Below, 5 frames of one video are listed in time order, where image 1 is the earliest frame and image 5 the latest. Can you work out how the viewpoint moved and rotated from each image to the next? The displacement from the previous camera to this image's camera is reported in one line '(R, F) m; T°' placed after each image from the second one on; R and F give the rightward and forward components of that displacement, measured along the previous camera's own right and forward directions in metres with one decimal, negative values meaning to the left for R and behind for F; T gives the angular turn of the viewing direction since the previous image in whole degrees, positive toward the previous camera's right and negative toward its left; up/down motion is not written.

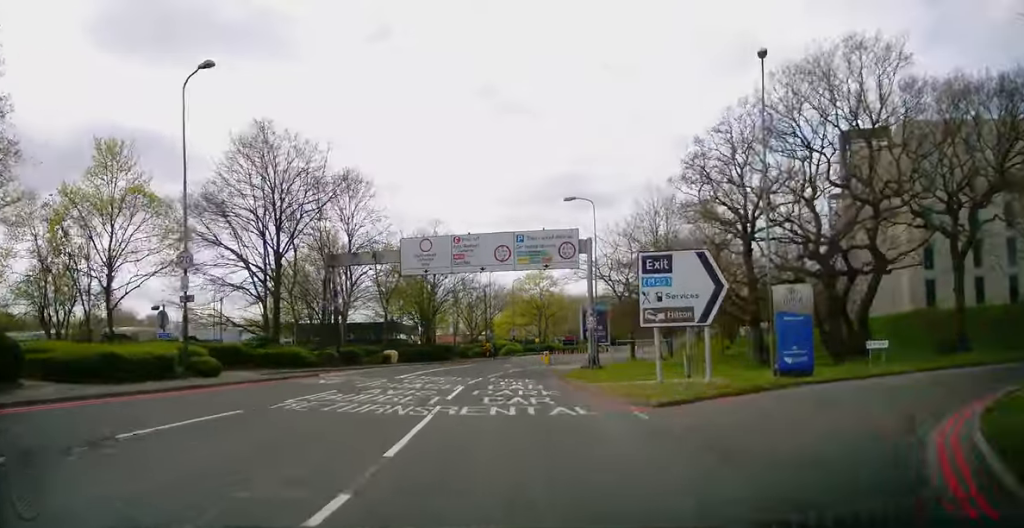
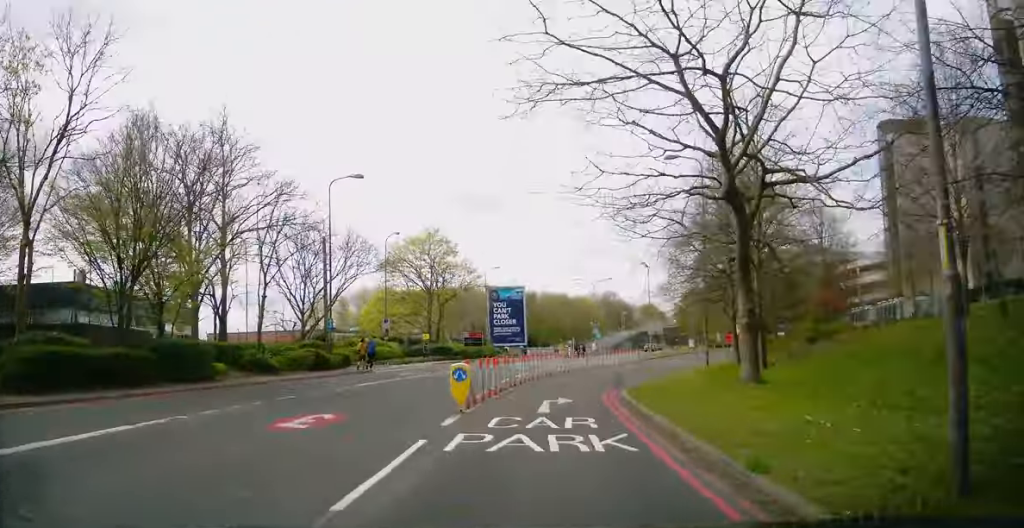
(+2.4, +34.8) m; +11°
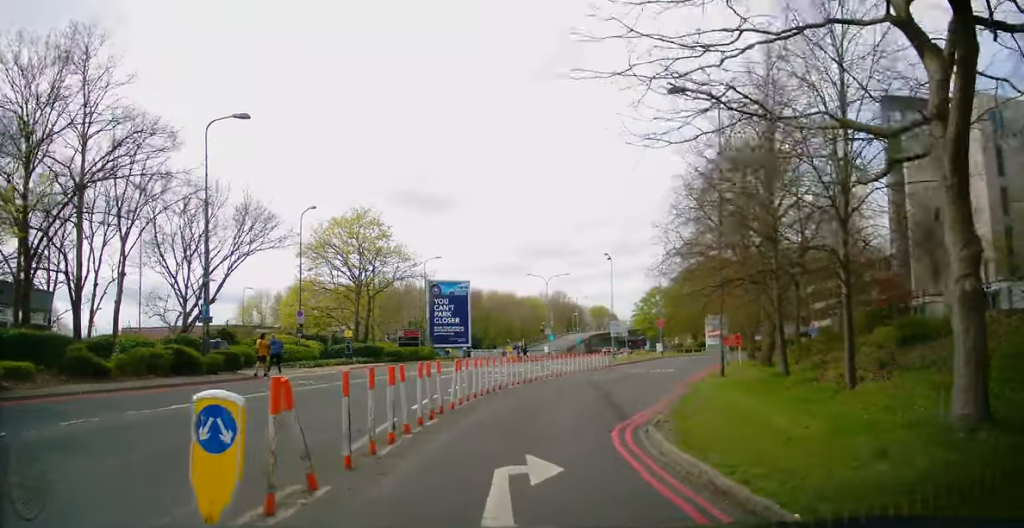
(+0.4, +9.1) m; +5°
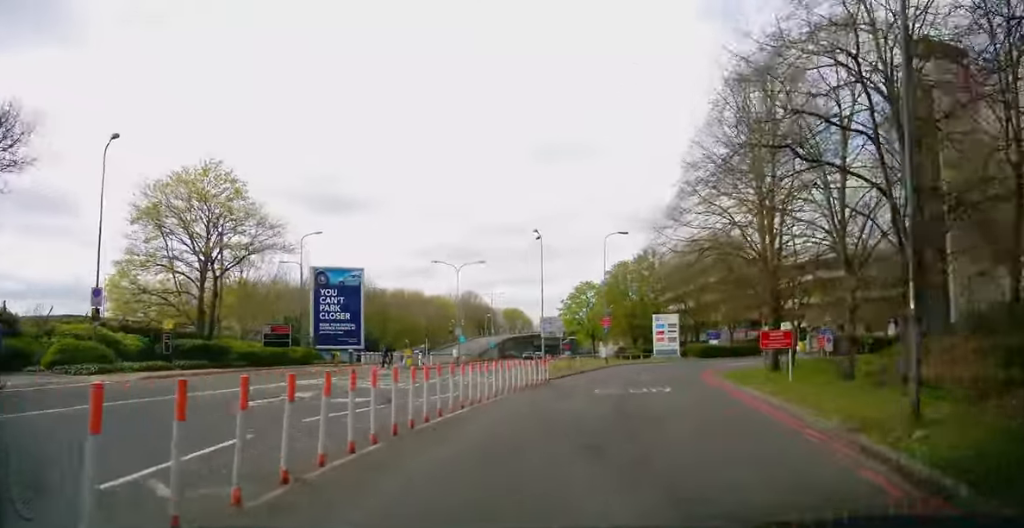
(+0.6, +14.5) m; +5°
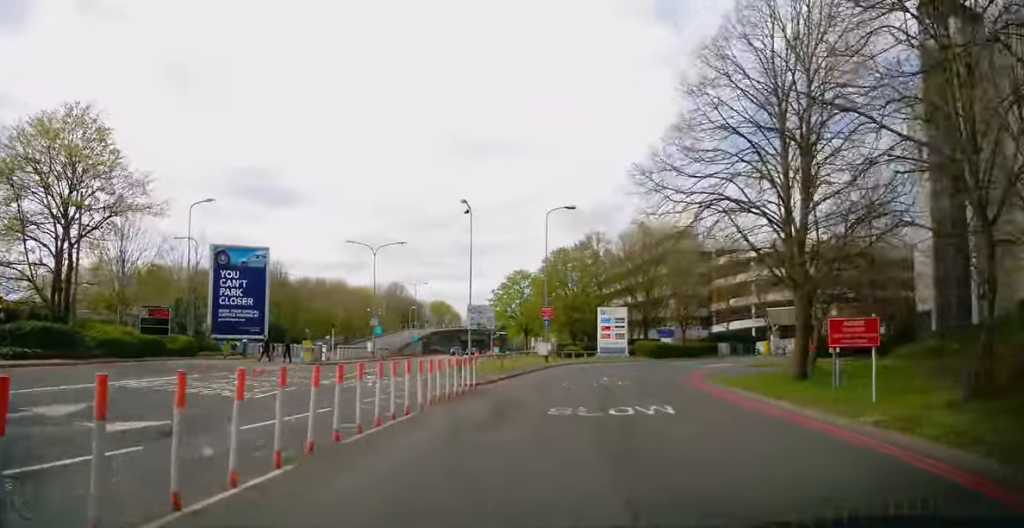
(+0.4, +7.9) m; +6°
